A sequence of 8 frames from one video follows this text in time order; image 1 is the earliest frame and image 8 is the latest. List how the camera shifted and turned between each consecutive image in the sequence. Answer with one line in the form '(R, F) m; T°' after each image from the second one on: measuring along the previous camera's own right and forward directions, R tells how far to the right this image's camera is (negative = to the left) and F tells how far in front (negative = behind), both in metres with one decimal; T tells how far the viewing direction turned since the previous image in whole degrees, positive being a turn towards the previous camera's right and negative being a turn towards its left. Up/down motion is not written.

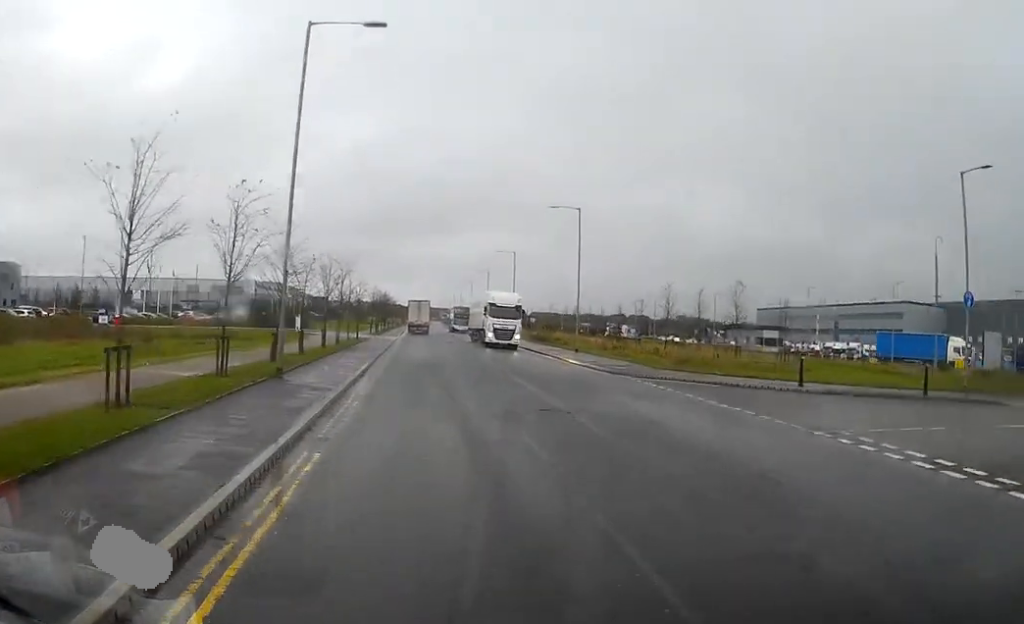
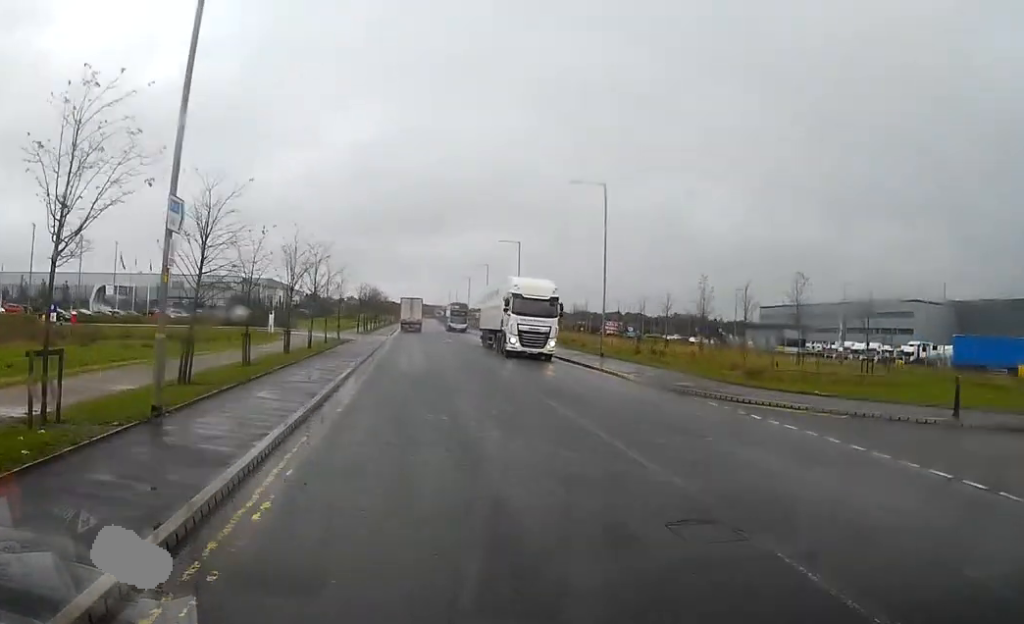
(+0.1, +9.1) m; 0°
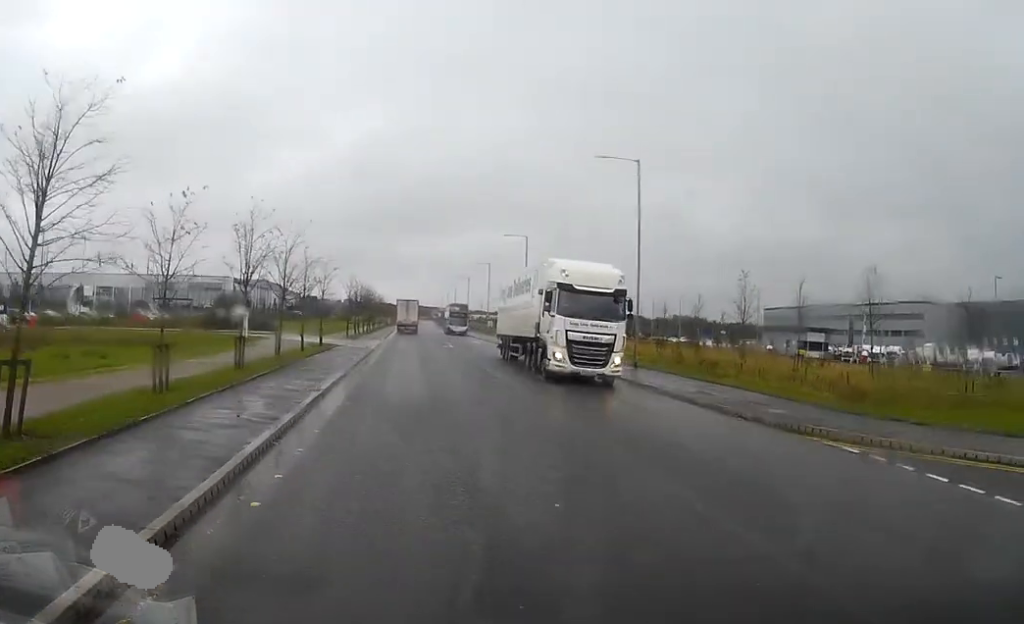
(0.0, +7.4) m; 0°
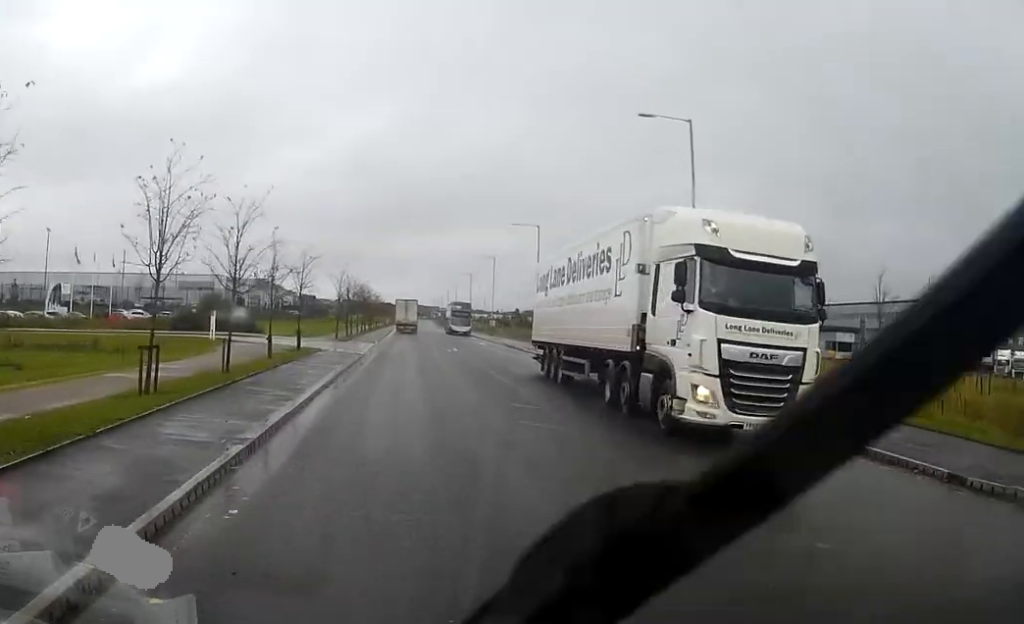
(0.0, +7.6) m; -1°
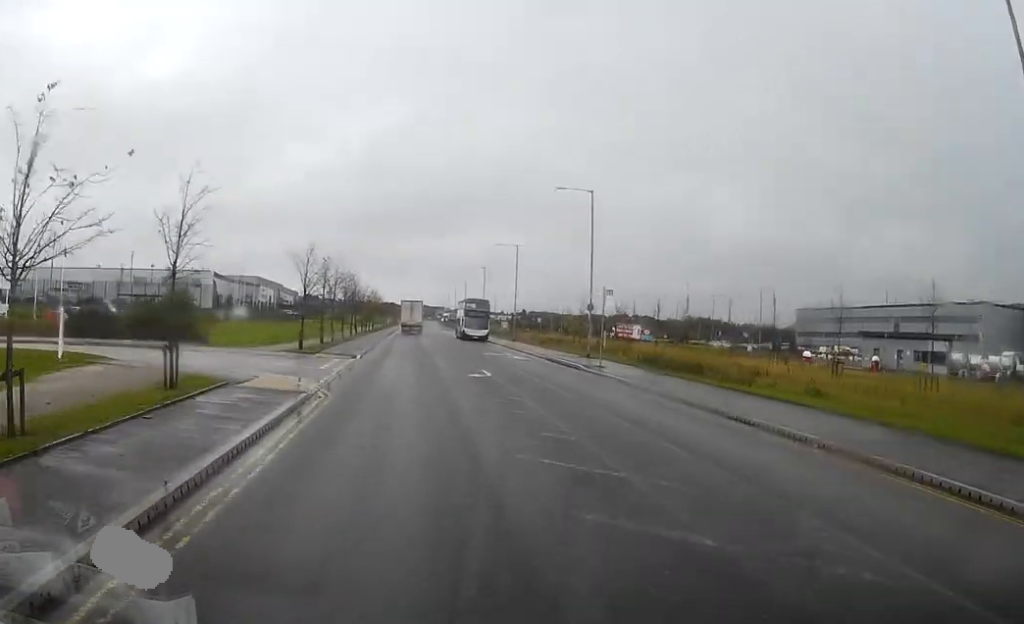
(-0.3, +18.0) m; 0°
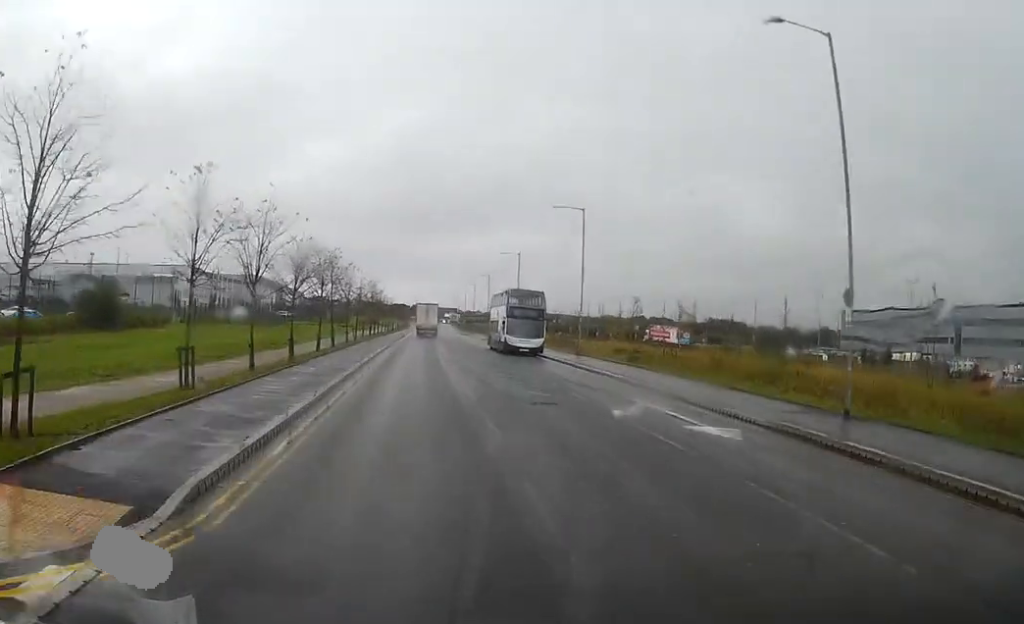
(0.0, +26.8) m; -2°
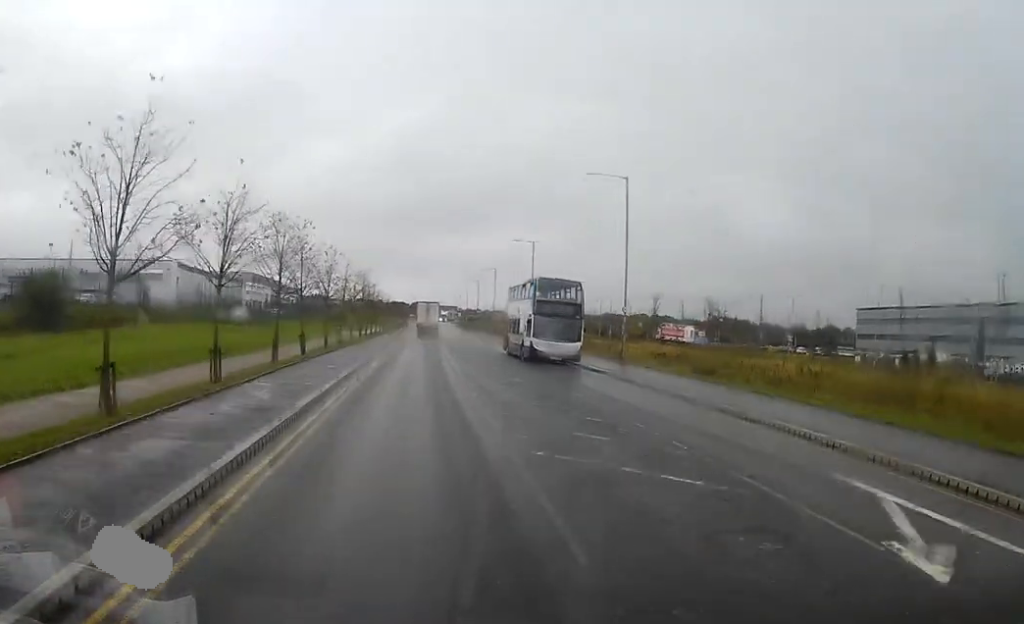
(-0.1, +10.9) m; 0°
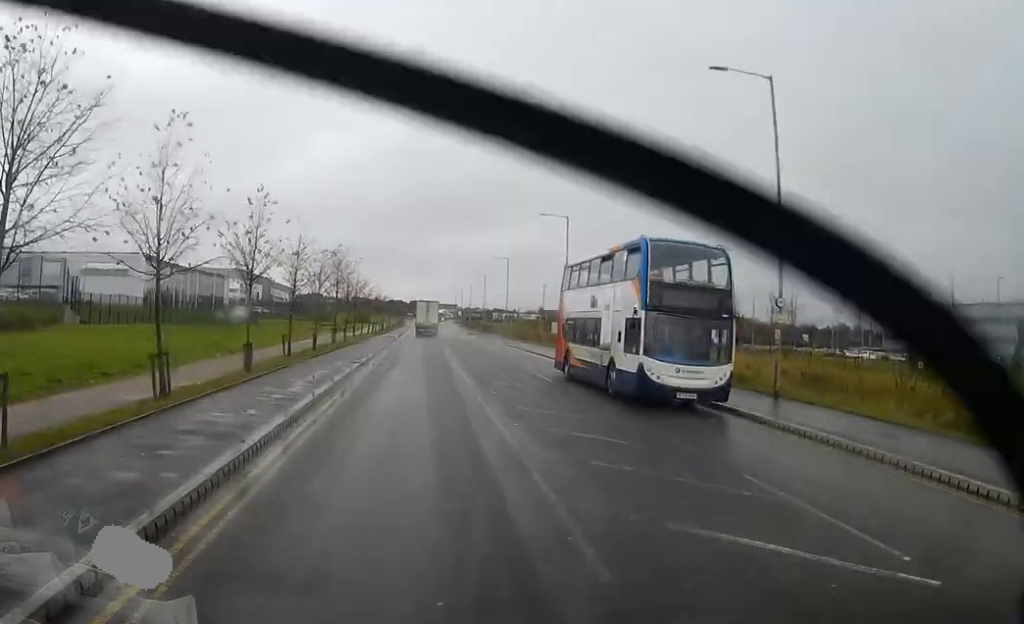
(+0.2, +18.2) m; +1°
